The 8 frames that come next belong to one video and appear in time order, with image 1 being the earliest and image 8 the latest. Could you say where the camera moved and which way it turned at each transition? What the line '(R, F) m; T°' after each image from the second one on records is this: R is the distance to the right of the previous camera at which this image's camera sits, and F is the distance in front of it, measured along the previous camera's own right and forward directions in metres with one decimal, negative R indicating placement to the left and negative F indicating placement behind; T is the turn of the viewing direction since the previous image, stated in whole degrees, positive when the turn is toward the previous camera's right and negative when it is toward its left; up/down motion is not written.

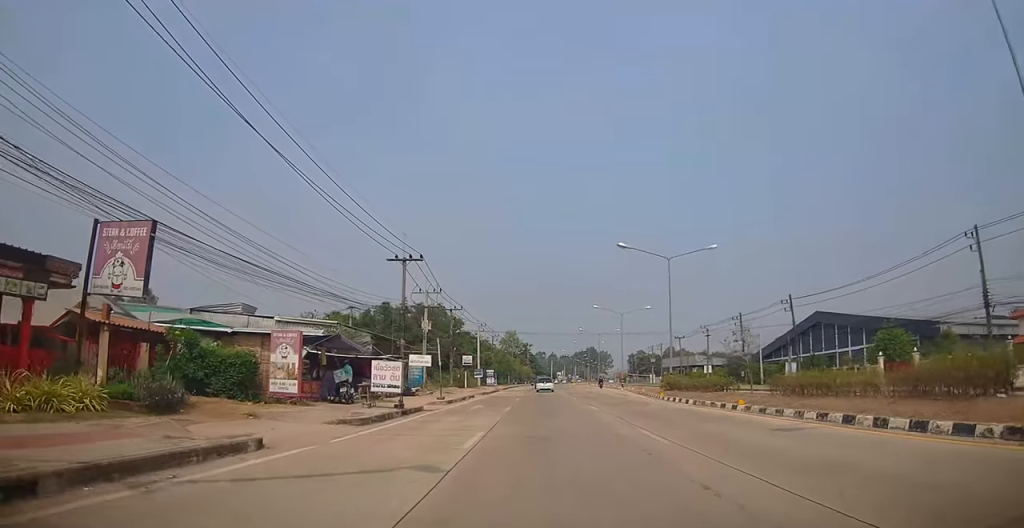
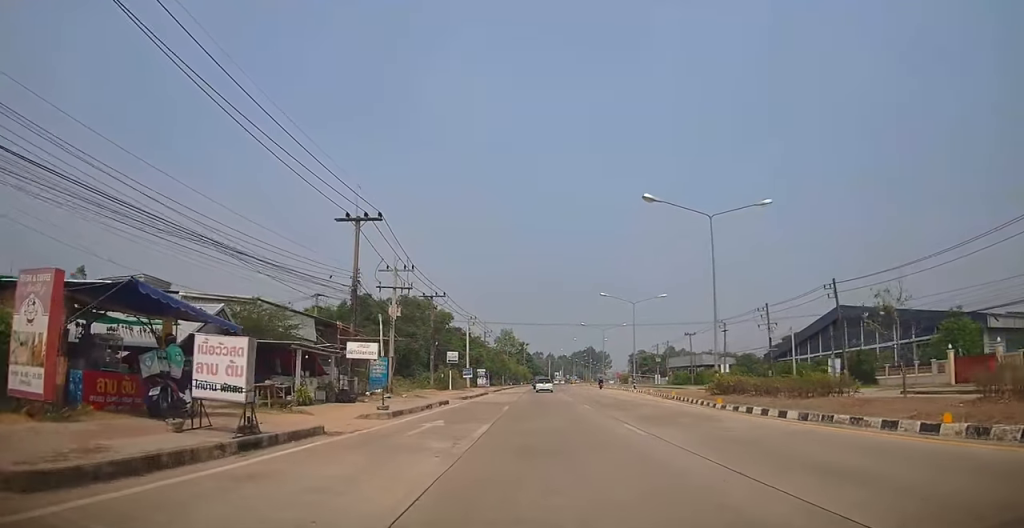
(+0.2, +10.2) m; 0°
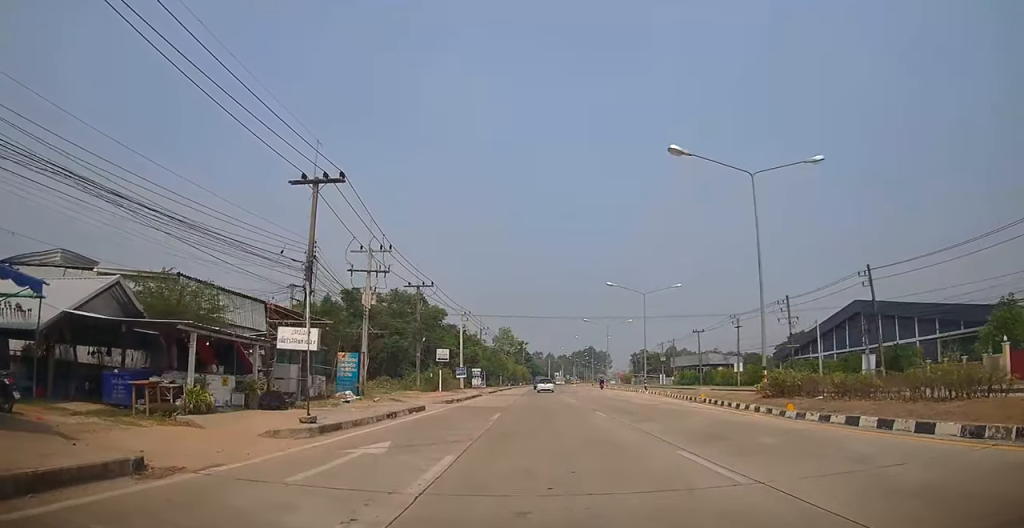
(-0.1, +6.0) m; -1°
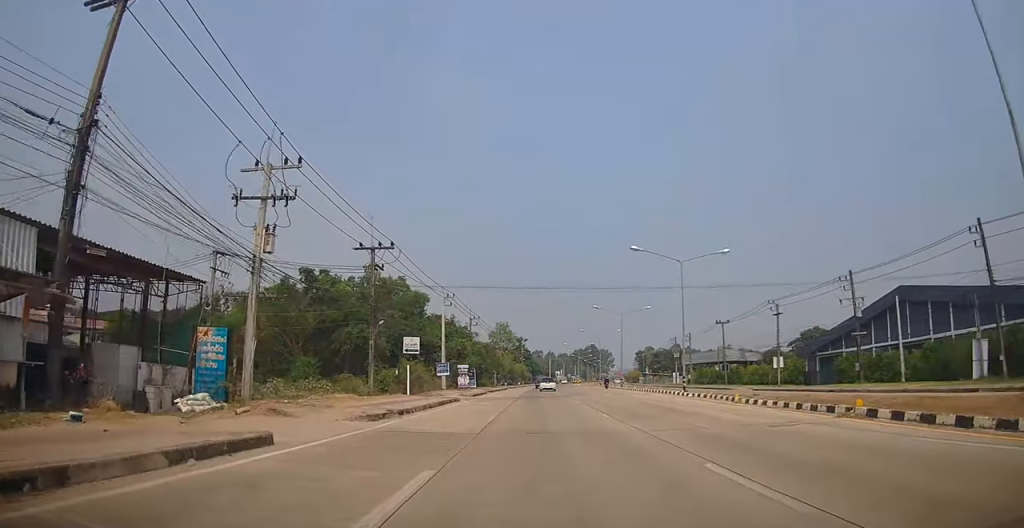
(-0.1, +13.3) m; +2°
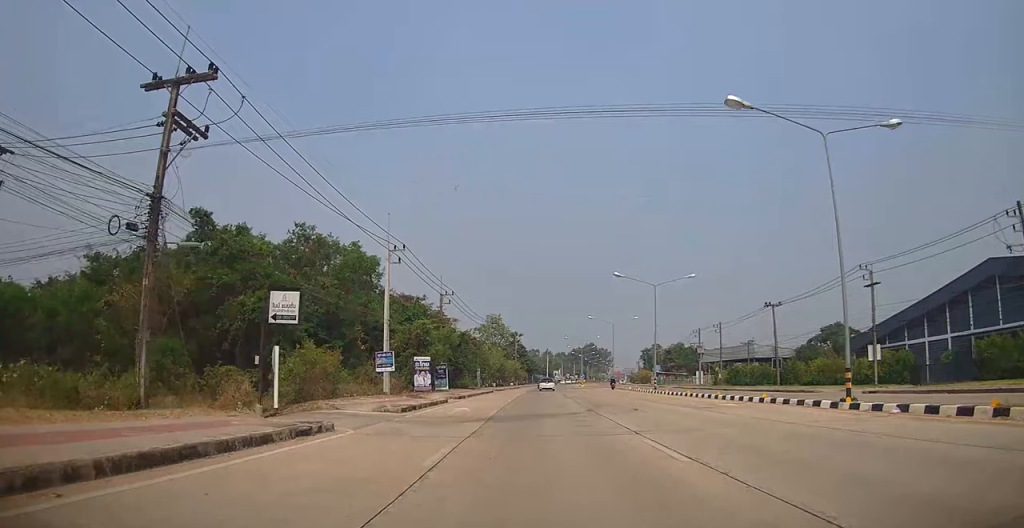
(+0.3, +20.1) m; -1°
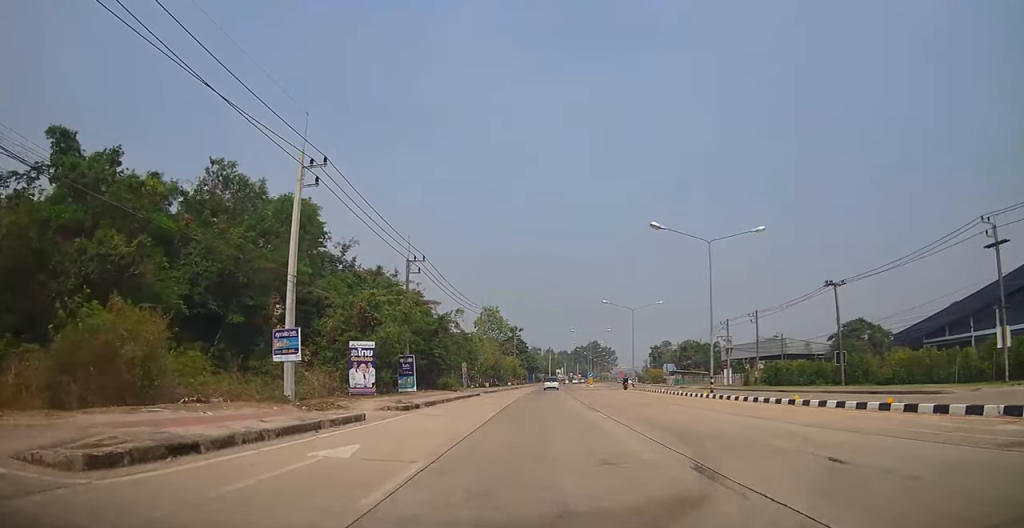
(-0.1, +14.5) m; 0°
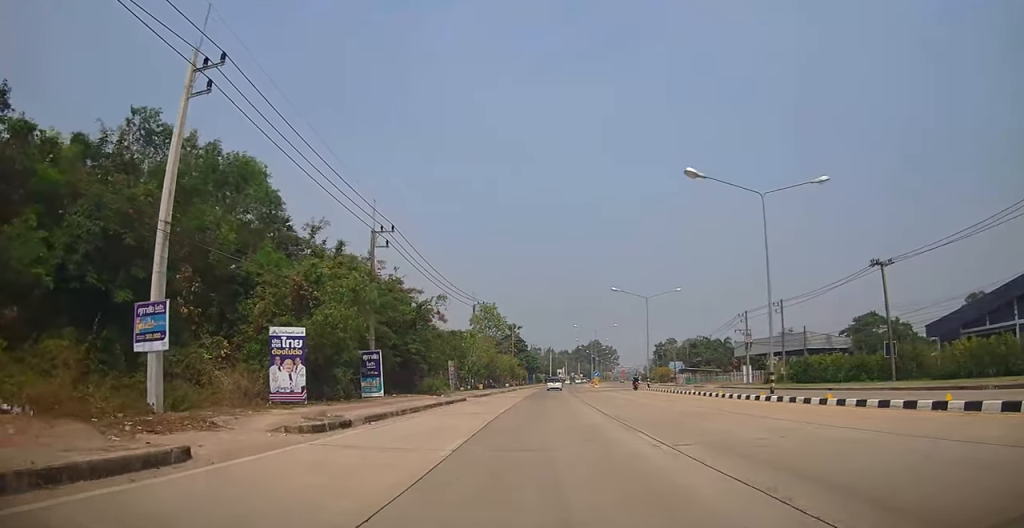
(0.0, +8.2) m; 0°
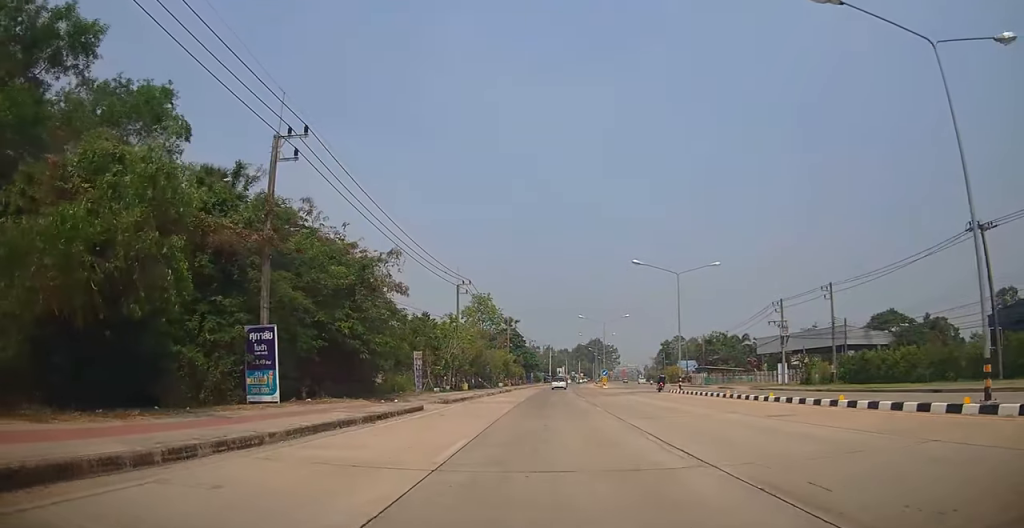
(+0.1, +12.5) m; +1°
